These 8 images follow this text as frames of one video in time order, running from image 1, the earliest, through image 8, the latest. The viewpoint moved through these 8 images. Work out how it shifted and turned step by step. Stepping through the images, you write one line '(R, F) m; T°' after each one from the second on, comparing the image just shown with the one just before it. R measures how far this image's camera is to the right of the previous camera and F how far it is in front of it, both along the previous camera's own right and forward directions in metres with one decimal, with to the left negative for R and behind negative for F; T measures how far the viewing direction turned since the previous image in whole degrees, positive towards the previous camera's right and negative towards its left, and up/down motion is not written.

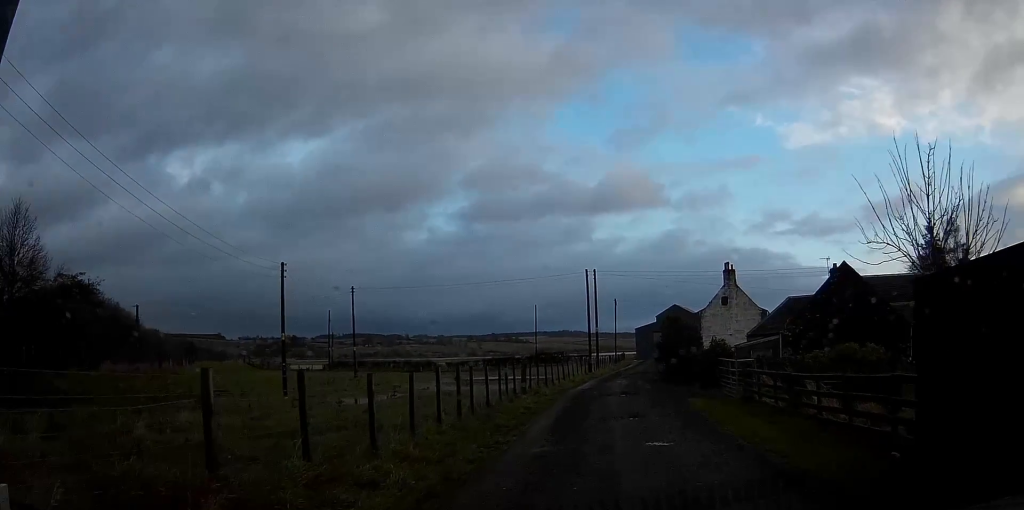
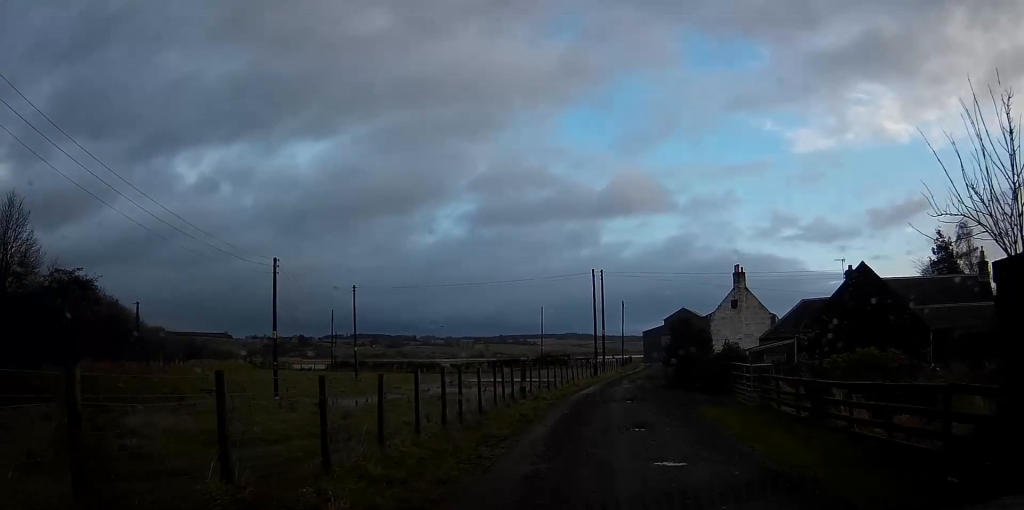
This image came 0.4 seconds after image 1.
(-0.1, +1.7) m; -3°
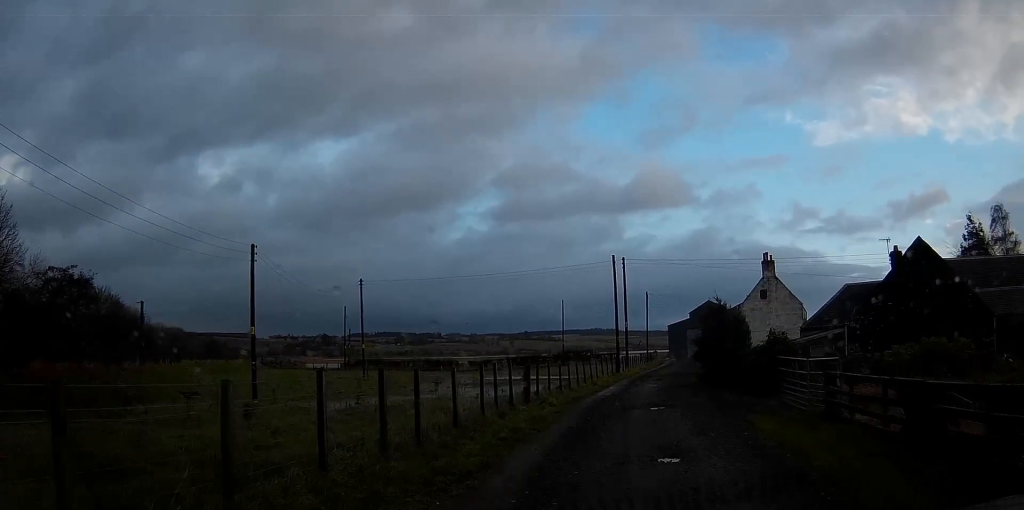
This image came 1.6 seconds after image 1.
(-0.4, +4.4) m; -5°
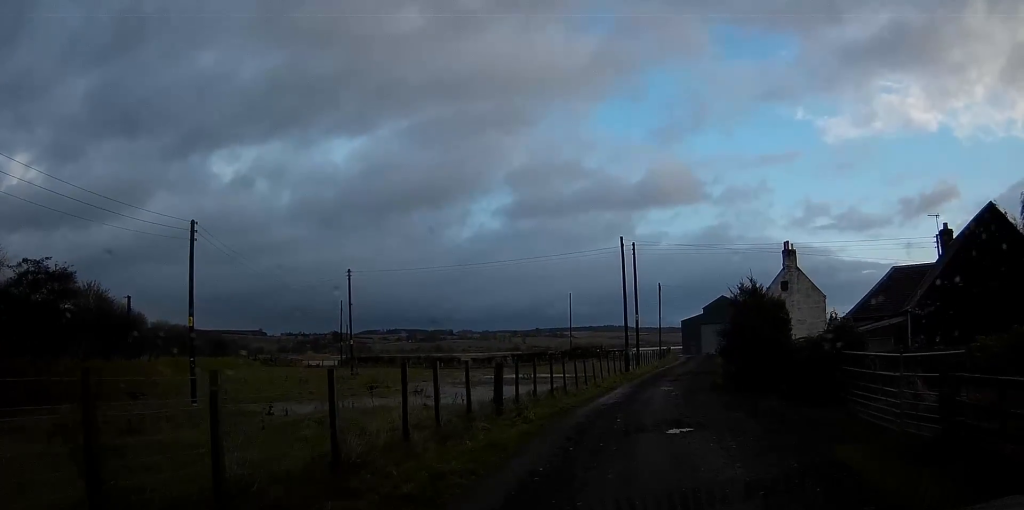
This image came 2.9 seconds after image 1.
(0.0, +5.7) m; -1°
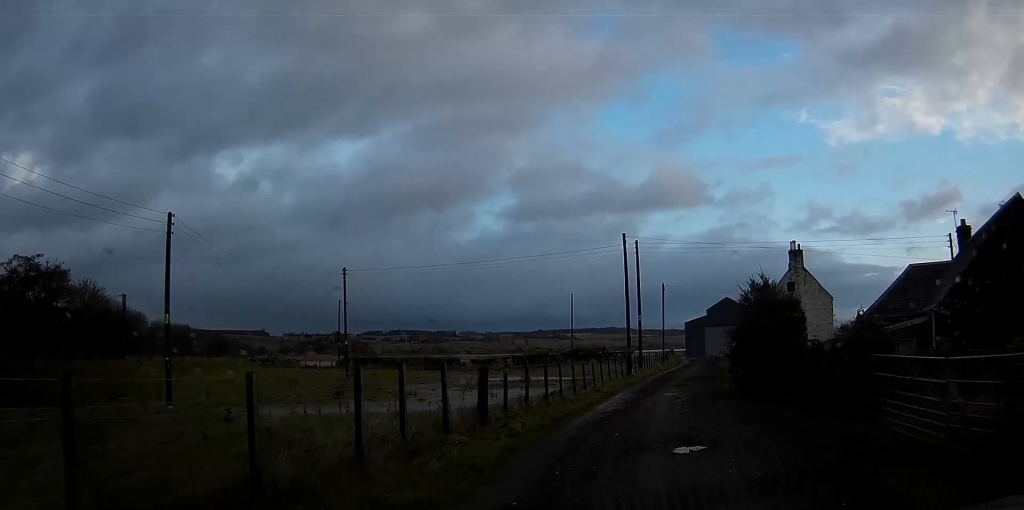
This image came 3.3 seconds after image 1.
(0.0, +1.7) m; 0°
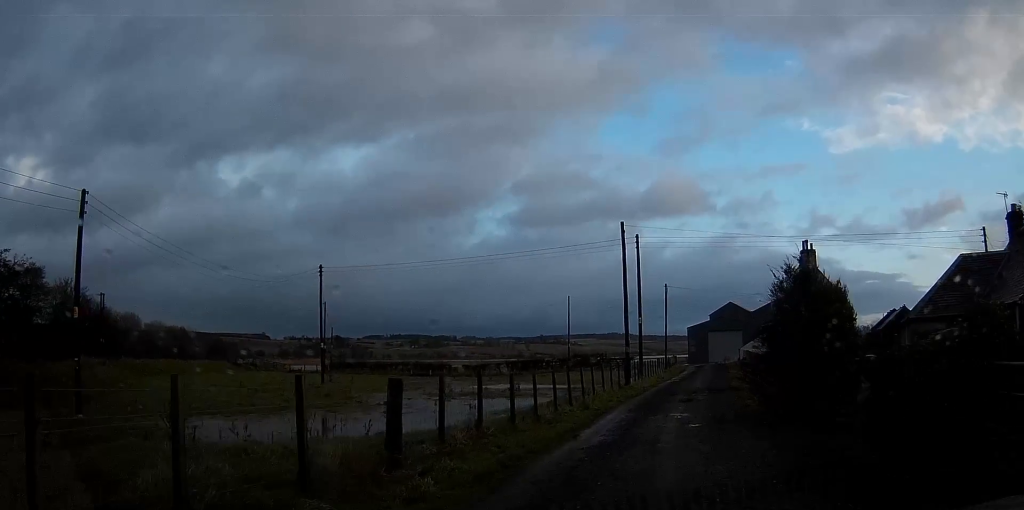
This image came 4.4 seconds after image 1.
(-0.1, +4.8) m; -1°
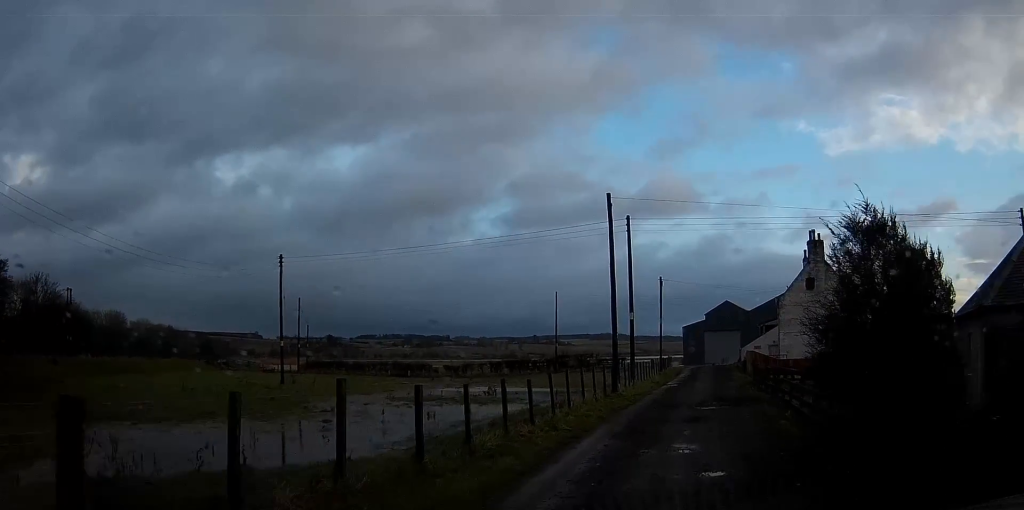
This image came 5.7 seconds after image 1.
(0.0, +5.4) m; -1°
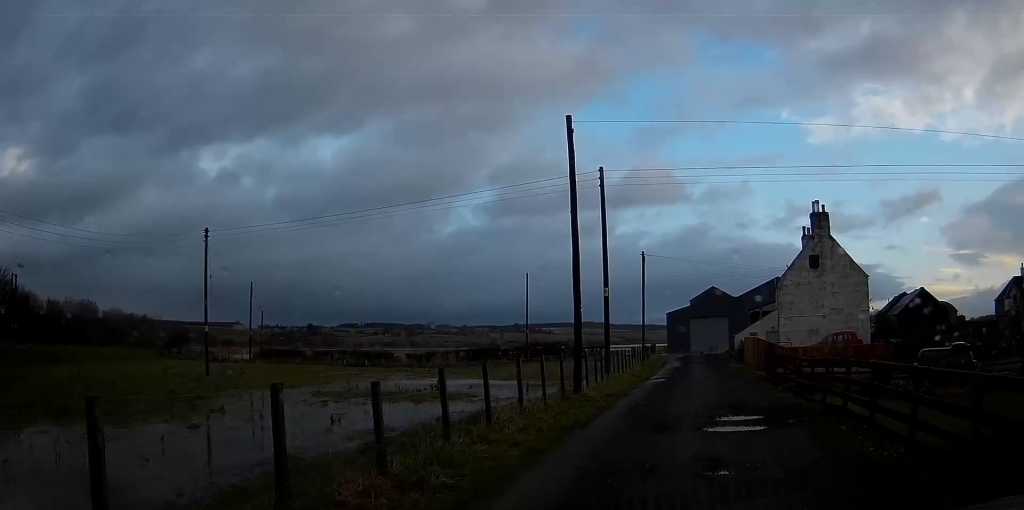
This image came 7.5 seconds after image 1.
(-0.1, +7.2) m; +3°
